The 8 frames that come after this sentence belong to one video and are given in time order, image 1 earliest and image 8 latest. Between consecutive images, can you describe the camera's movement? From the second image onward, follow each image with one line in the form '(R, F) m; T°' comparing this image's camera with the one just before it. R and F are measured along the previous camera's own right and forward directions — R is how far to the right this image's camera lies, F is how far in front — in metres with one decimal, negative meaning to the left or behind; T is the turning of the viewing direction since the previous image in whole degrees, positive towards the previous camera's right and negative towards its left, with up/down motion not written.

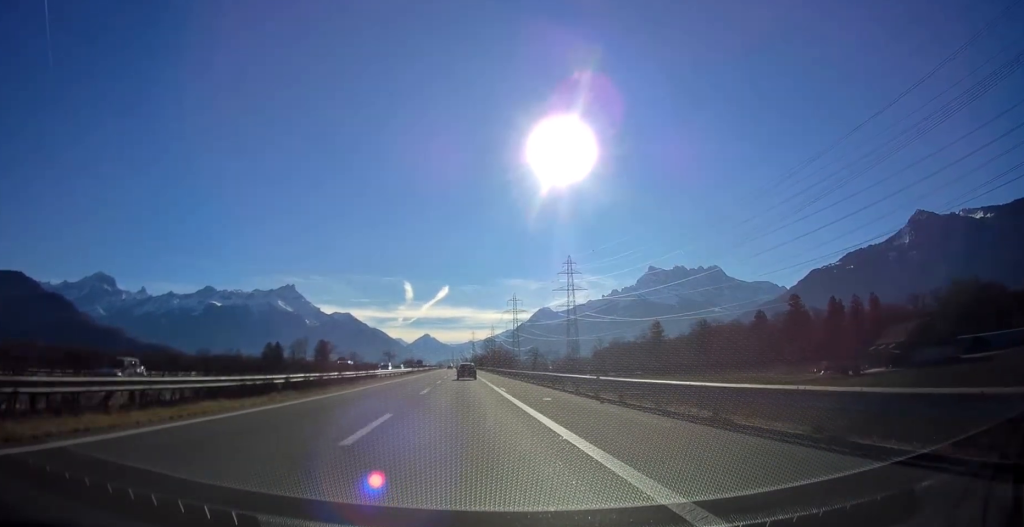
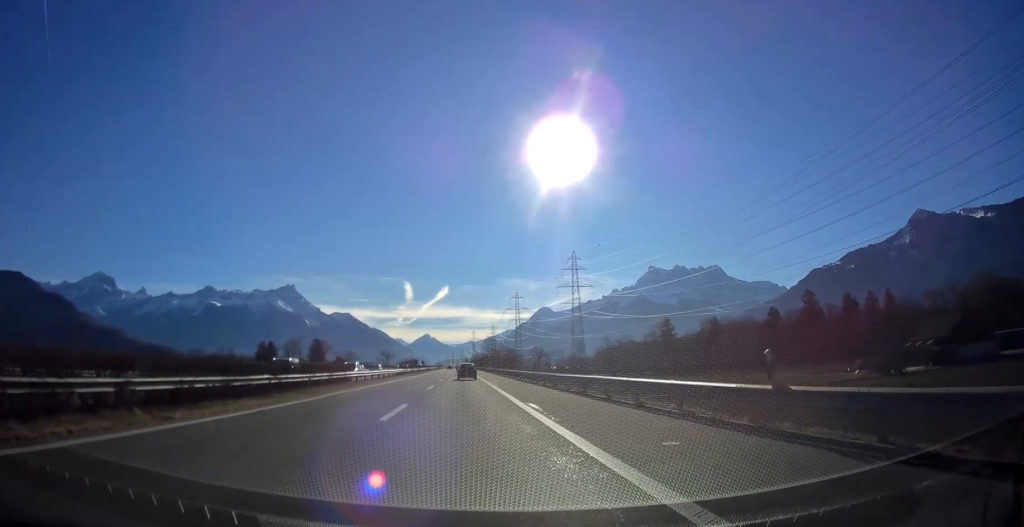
(0.0, +13.2) m; 0°
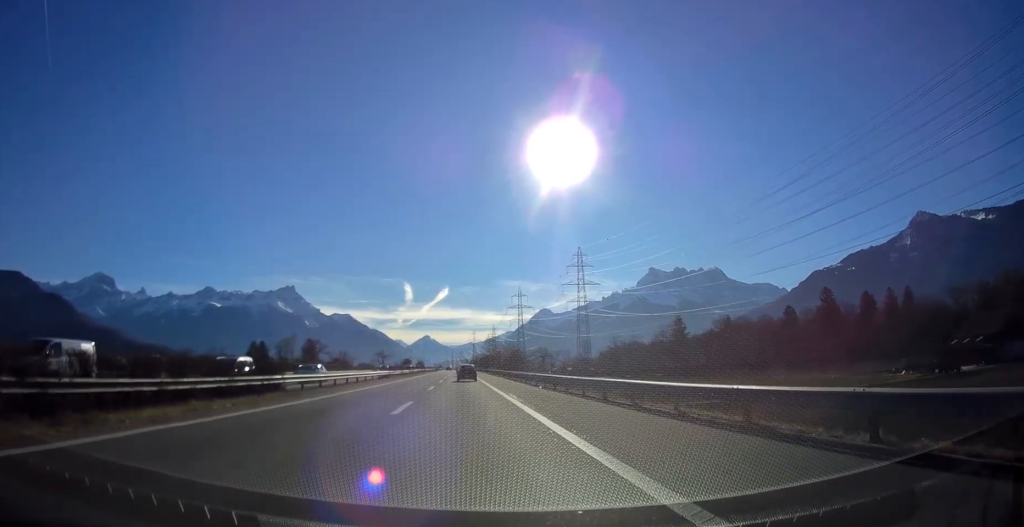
(0.0, +16.0) m; 0°
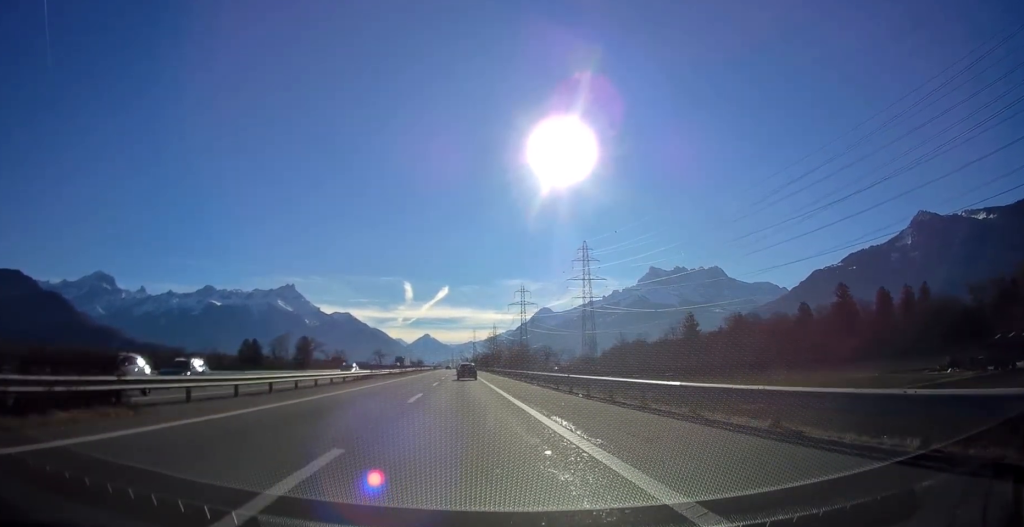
(0.0, +12.6) m; 0°
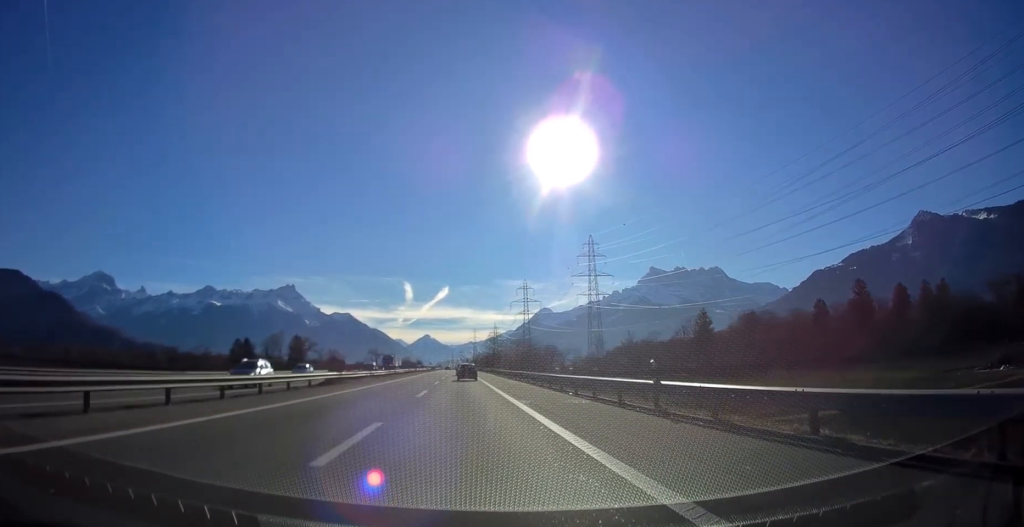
(0.0, +12.8) m; 0°
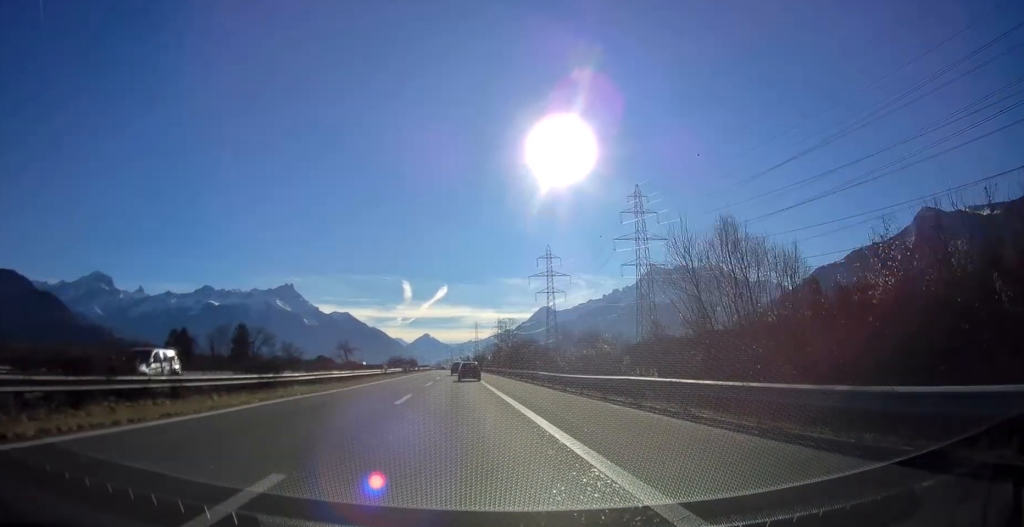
(-0.1, +77.4) m; 0°
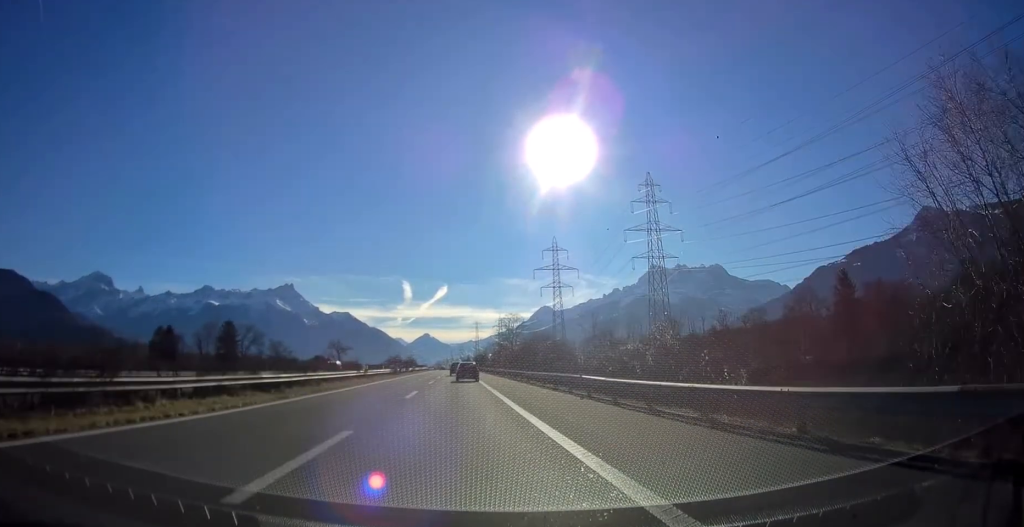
(0.0, +13.1) m; 0°
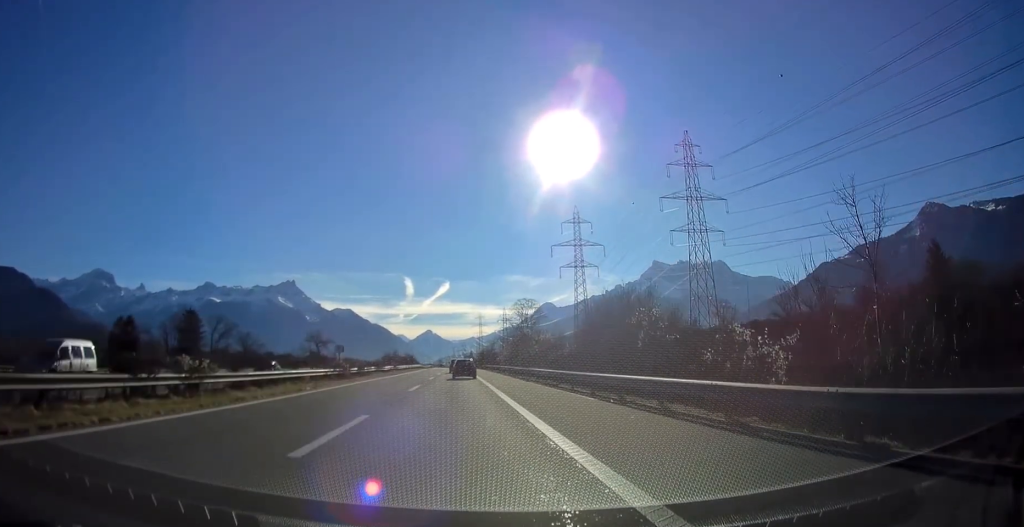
(+0.1, +33.6) m; 0°
